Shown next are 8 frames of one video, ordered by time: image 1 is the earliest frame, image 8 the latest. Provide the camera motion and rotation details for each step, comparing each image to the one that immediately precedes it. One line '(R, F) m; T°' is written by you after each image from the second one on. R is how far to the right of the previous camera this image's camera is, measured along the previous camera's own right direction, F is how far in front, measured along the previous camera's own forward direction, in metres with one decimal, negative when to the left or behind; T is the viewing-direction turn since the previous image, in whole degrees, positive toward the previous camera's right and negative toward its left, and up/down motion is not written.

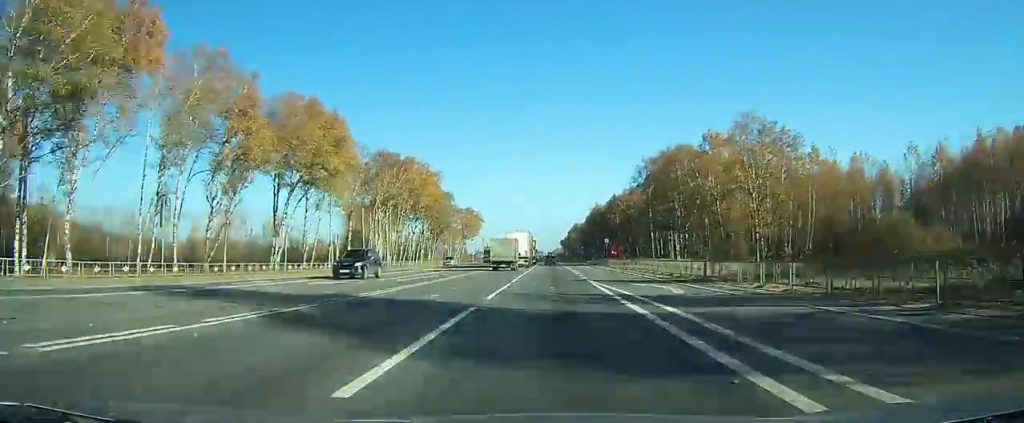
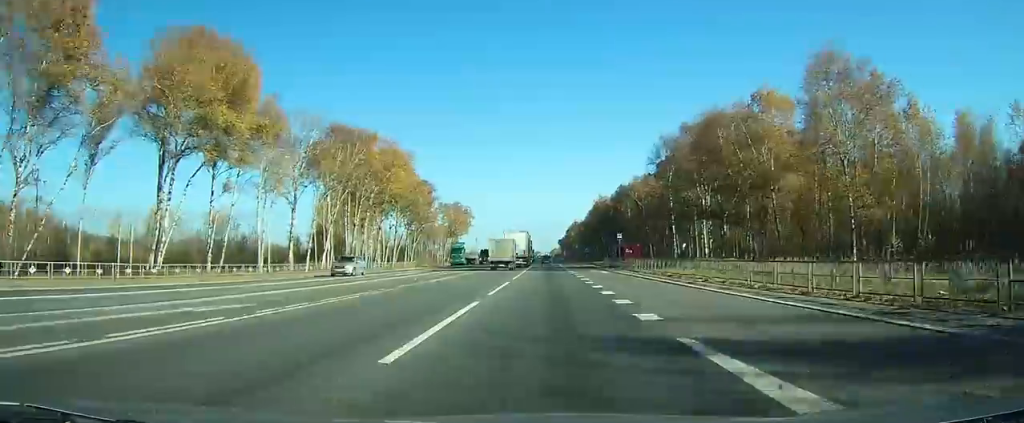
(-0.2, +21.7) m; 0°
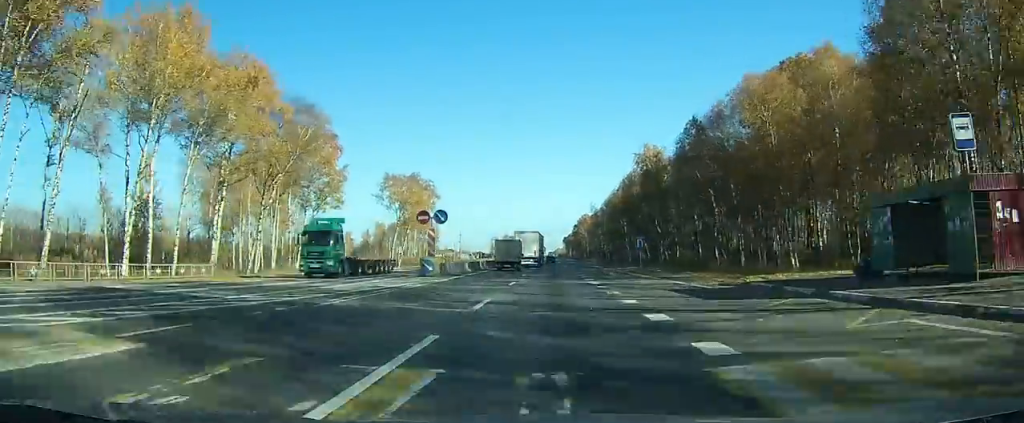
(-0.2, +65.4) m; 0°
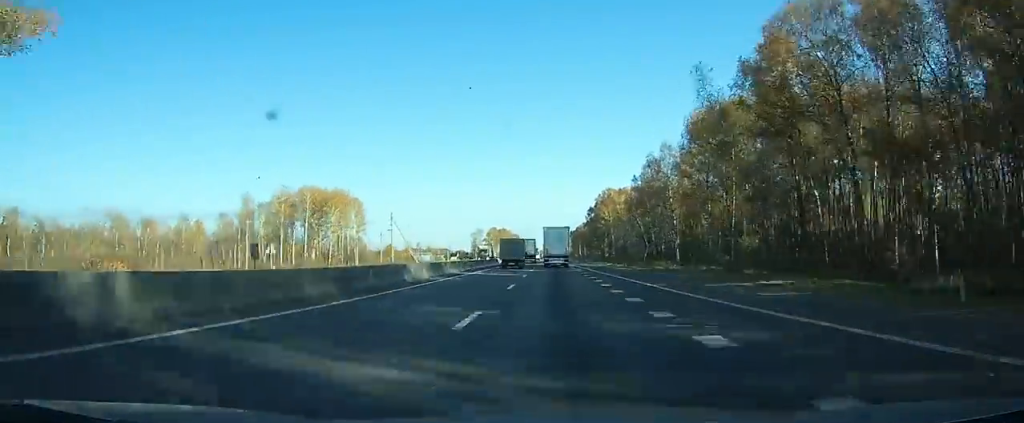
(-0.9, +115.7) m; -1°
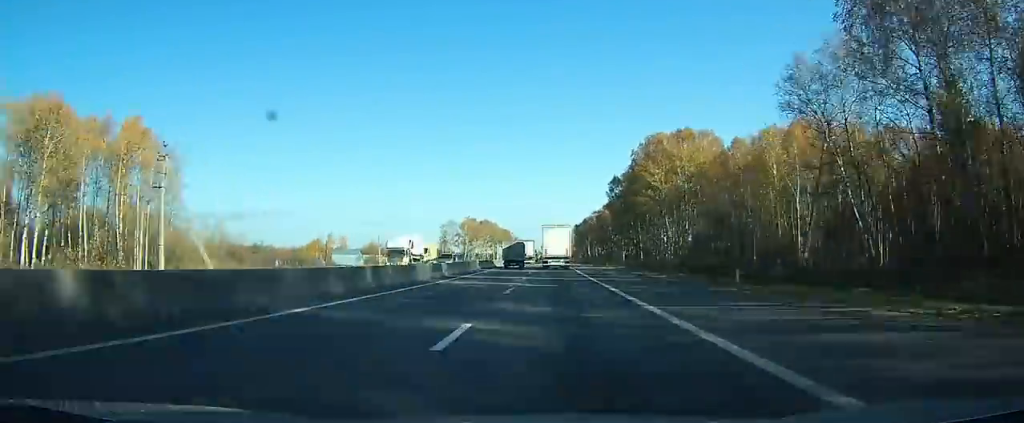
(+0.4, +85.2) m; 0°
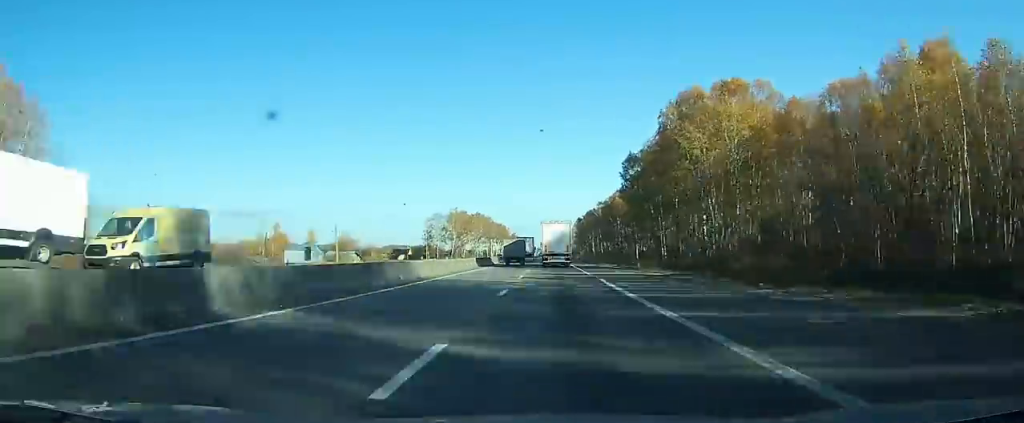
(0.0, +25.6) m; 0°
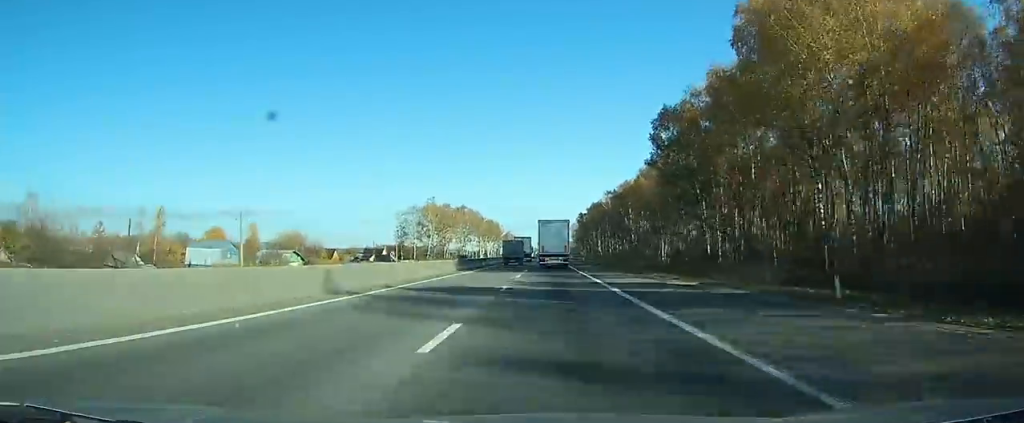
(-0.1, +32.3) m; 0°
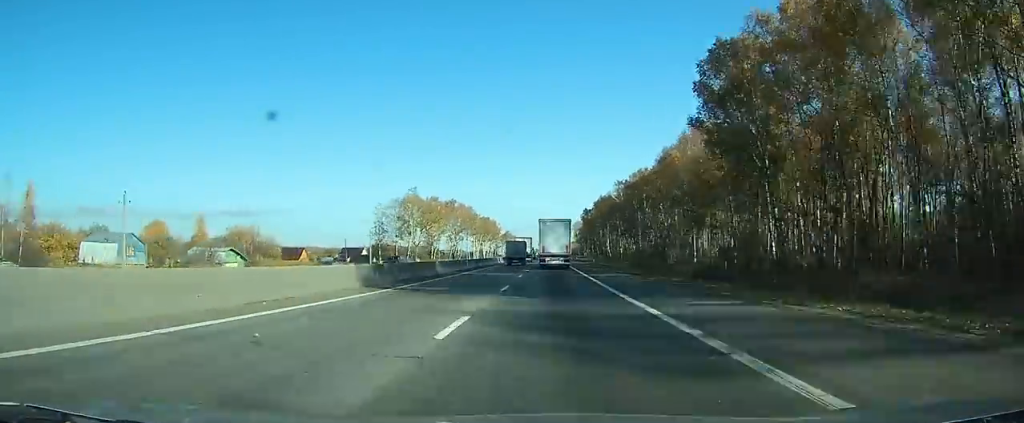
(0.0, +23.4) m; 0°
